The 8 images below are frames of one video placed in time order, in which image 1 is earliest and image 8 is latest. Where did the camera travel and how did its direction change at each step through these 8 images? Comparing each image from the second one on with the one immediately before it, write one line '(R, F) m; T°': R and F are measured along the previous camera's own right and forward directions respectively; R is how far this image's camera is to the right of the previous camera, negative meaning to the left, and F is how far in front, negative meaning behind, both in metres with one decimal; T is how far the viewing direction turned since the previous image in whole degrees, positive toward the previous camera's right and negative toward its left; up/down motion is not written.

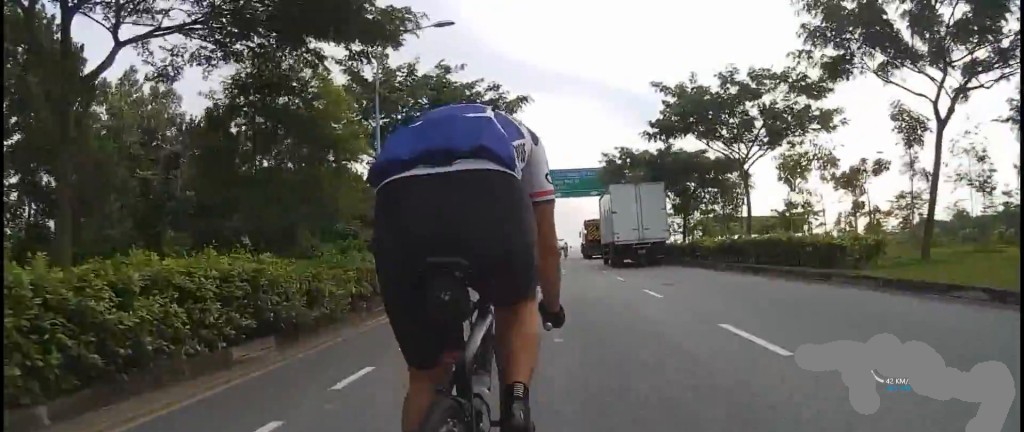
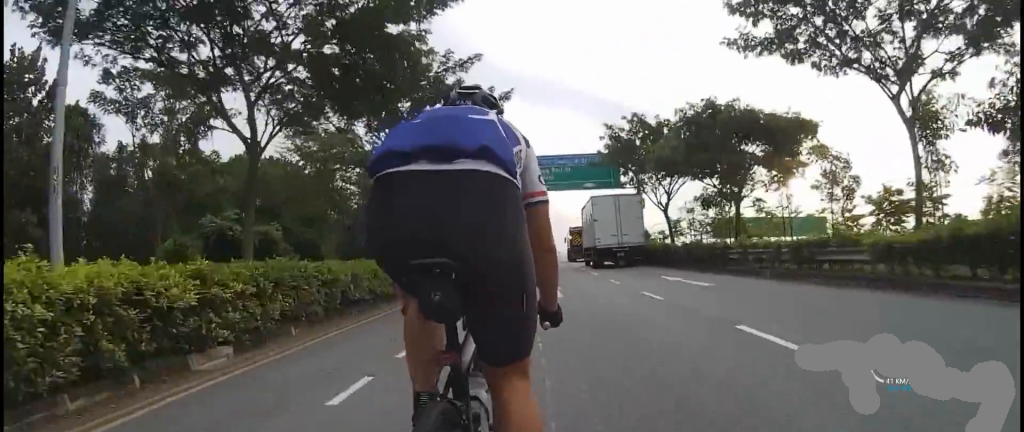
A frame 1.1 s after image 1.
(-0.1, +12.3) m; 0°
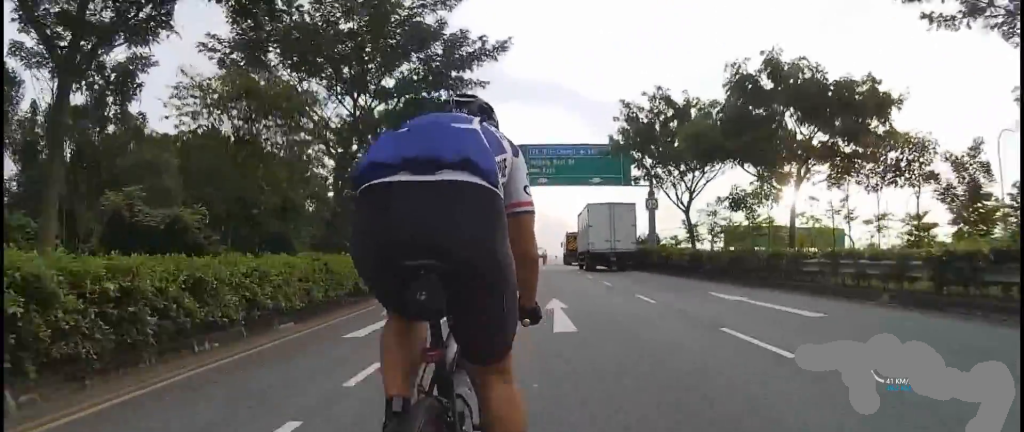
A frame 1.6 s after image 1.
(+0.2, +5.6) m; 0°
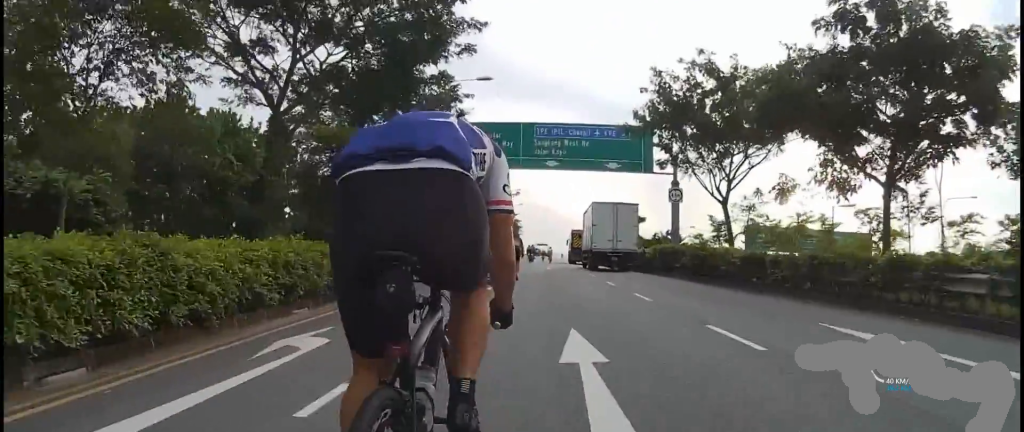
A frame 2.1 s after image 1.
(-0.1, +5.0) m; -1°
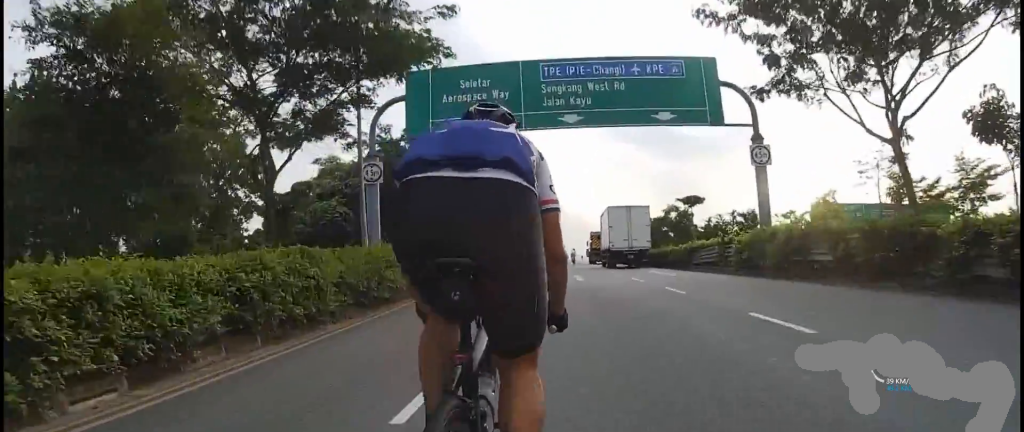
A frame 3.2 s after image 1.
(-0.2, +11.7) m; 0°
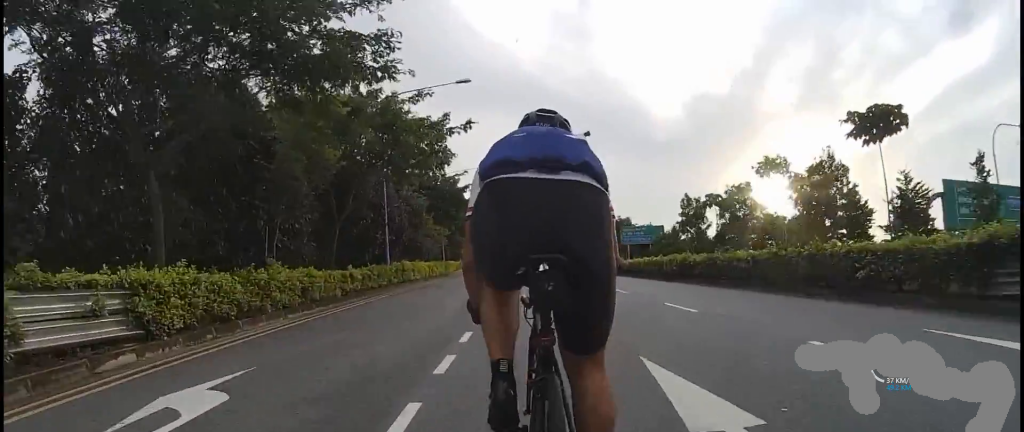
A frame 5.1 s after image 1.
(+0.4, +20.6) m; +4°
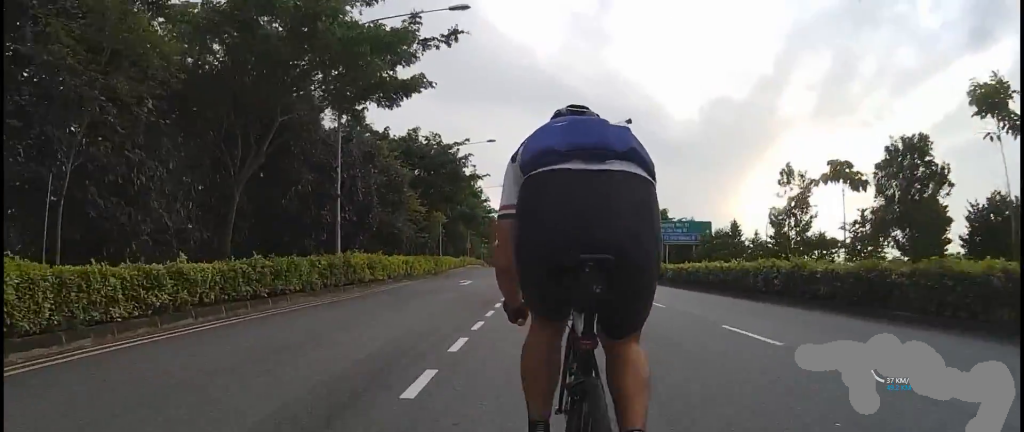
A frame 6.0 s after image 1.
(+0.3, +9.0) m; +3°
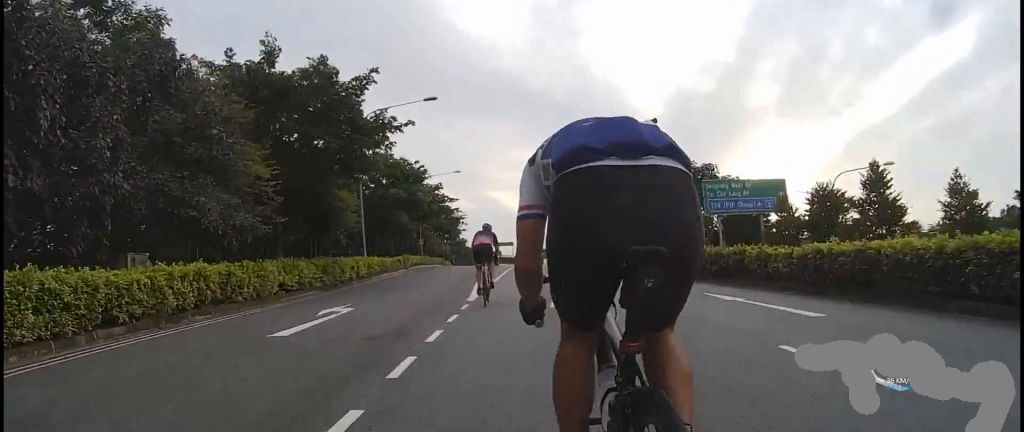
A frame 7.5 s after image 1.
(-0.4, +14.6) m; -8°
